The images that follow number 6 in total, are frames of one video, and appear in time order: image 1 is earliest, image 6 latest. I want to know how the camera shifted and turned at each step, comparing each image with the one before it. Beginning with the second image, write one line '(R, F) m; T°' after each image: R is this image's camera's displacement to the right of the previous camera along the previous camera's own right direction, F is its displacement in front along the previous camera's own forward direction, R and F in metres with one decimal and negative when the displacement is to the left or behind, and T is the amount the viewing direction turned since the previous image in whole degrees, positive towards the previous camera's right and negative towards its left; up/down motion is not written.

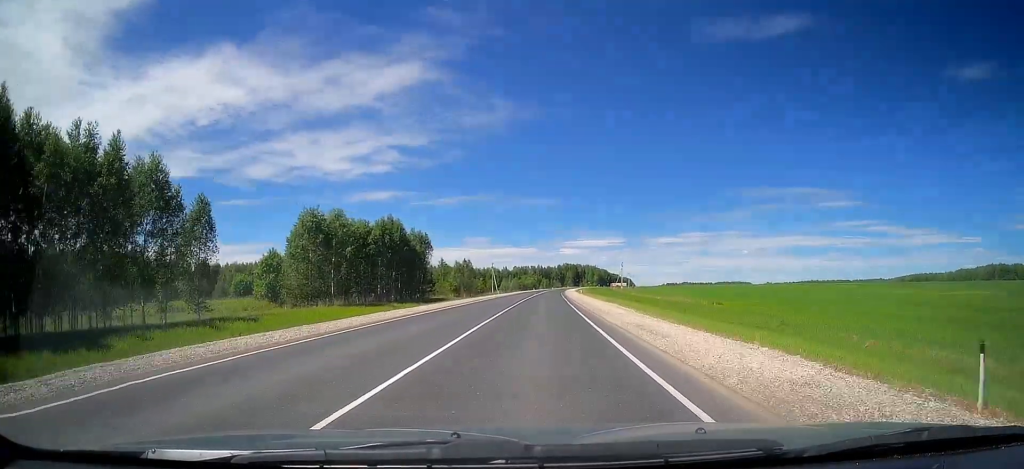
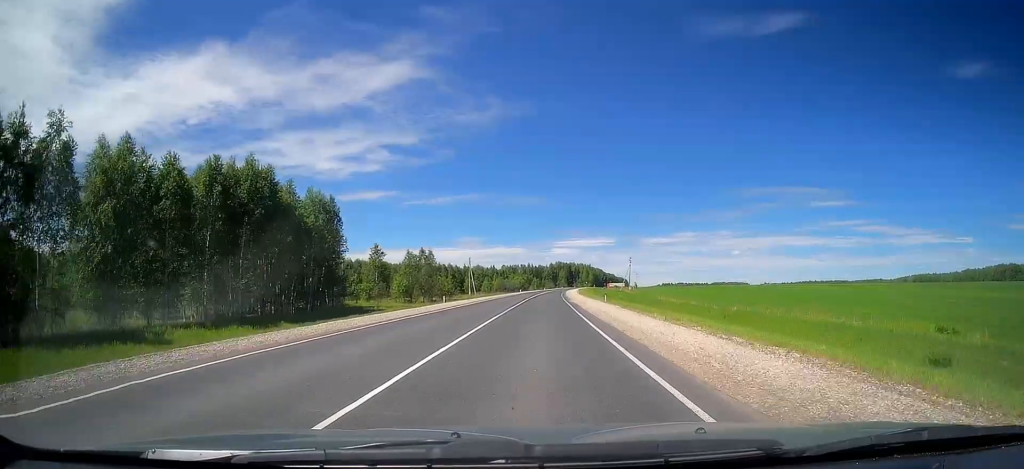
(0.0, +42.9) m; 0°
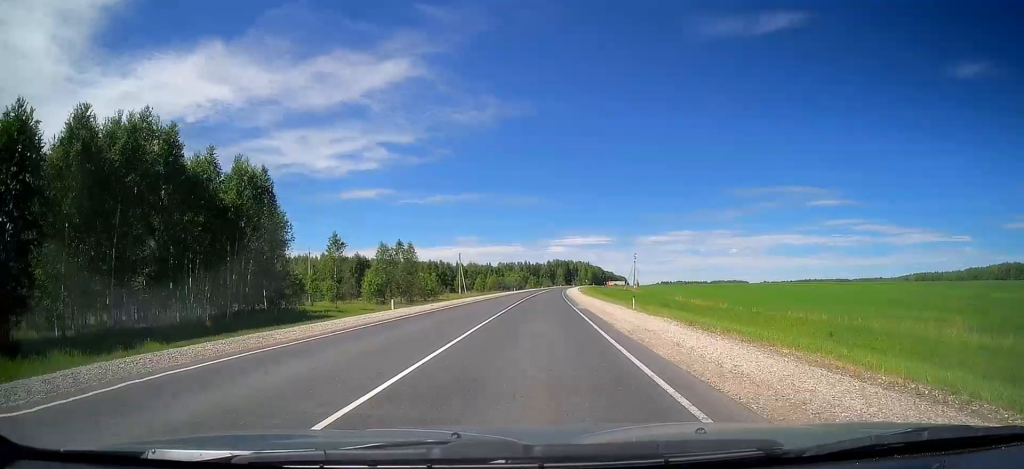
(0.0, +15.1) m; 0°
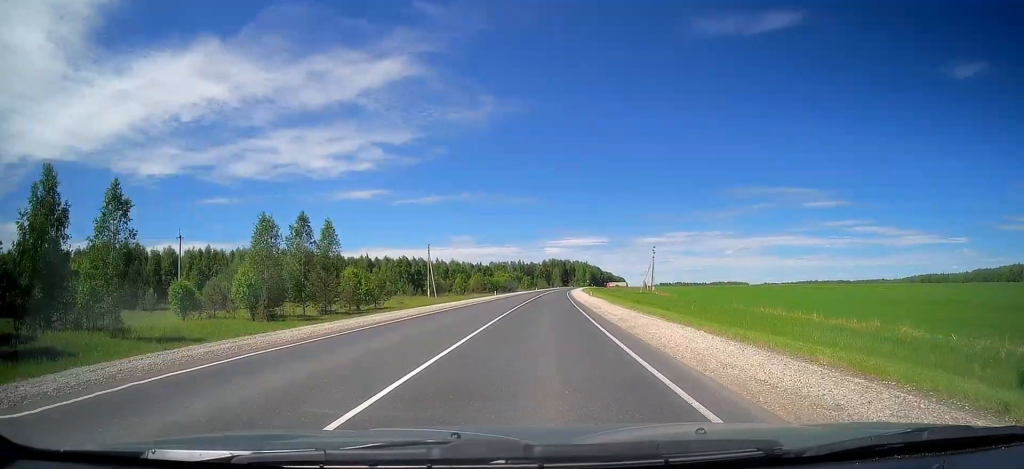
(+0.4, +36.3) m; +1°
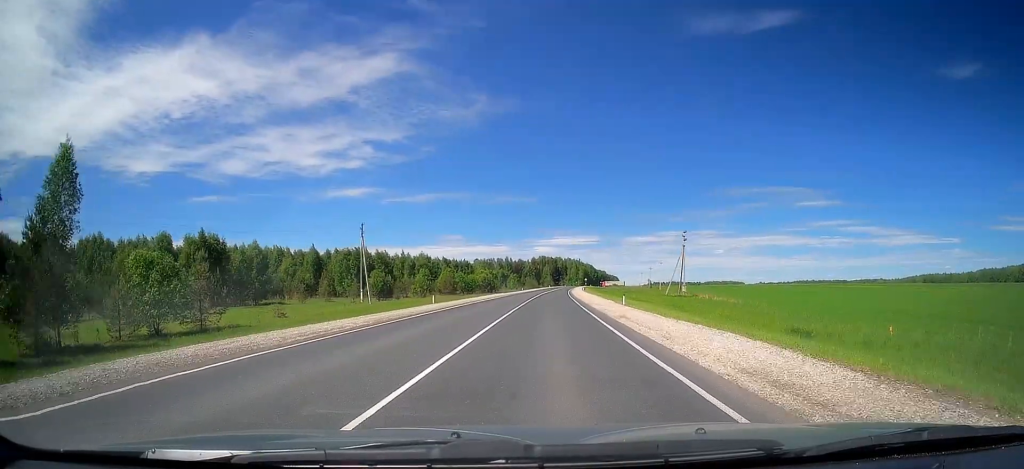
(0.0, +38.5) m; 0°
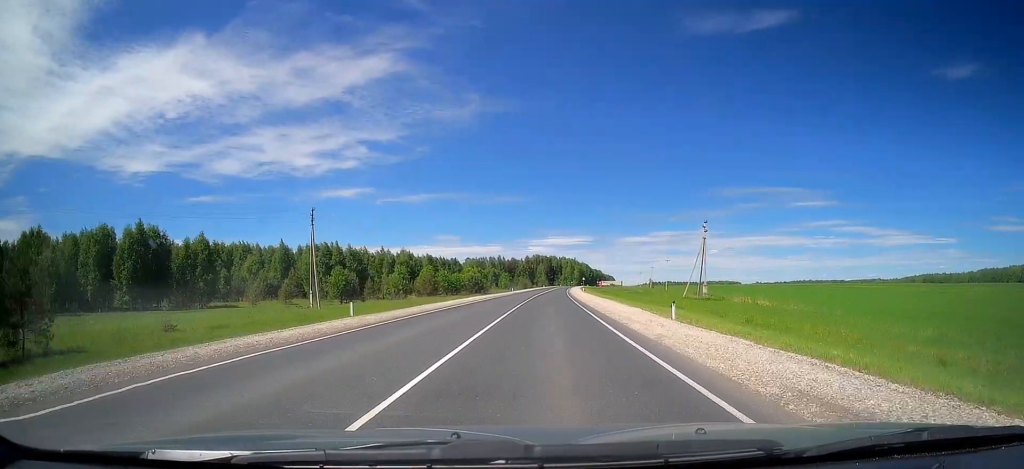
(0.0, +16.2) m; 0°
